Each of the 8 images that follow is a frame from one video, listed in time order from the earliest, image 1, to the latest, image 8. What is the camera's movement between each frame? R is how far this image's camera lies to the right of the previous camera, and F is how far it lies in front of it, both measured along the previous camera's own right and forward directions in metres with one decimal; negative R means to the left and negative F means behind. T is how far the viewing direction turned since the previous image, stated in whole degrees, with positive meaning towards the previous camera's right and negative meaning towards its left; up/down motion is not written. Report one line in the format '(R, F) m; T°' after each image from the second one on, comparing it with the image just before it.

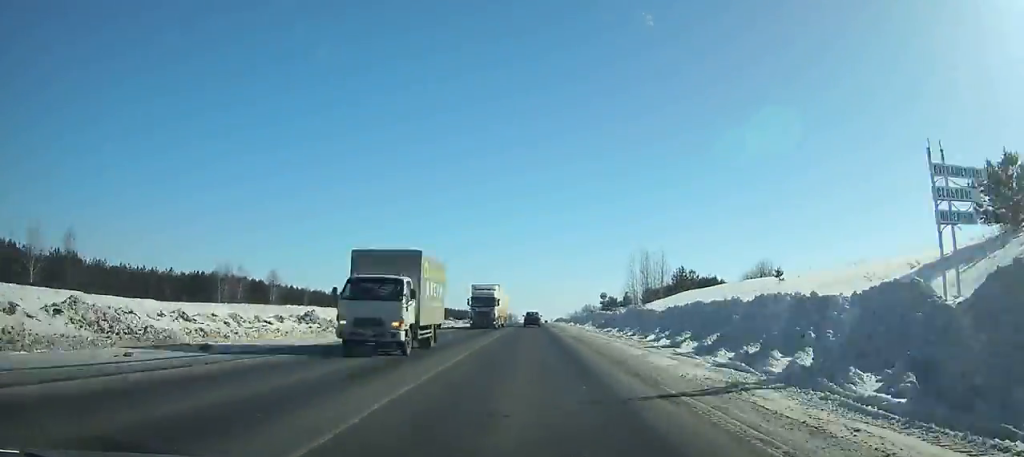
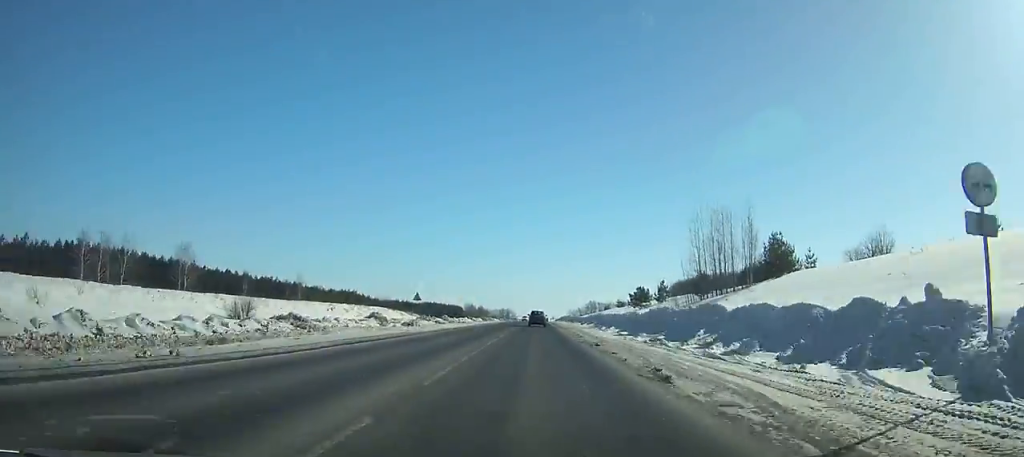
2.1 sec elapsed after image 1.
(+1.0, +48.6) m; +1°
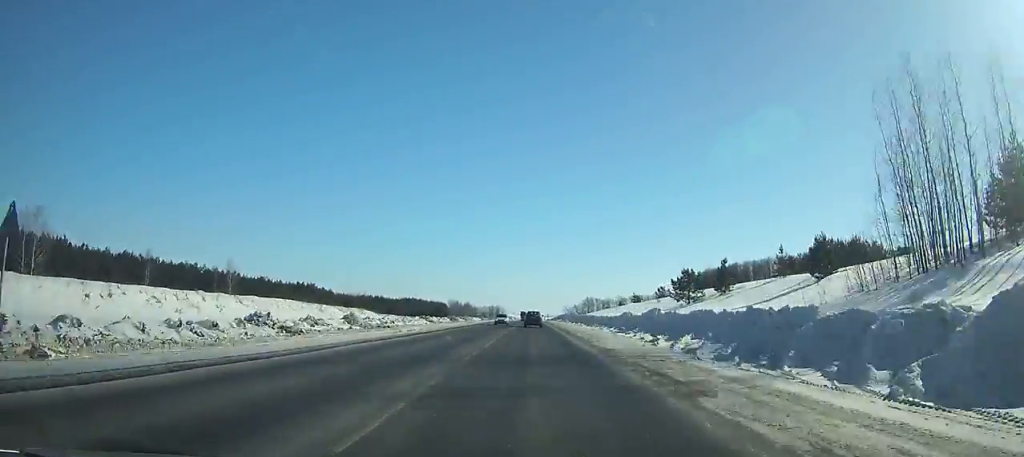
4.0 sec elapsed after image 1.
(+0.1, +44.4) m; 0°
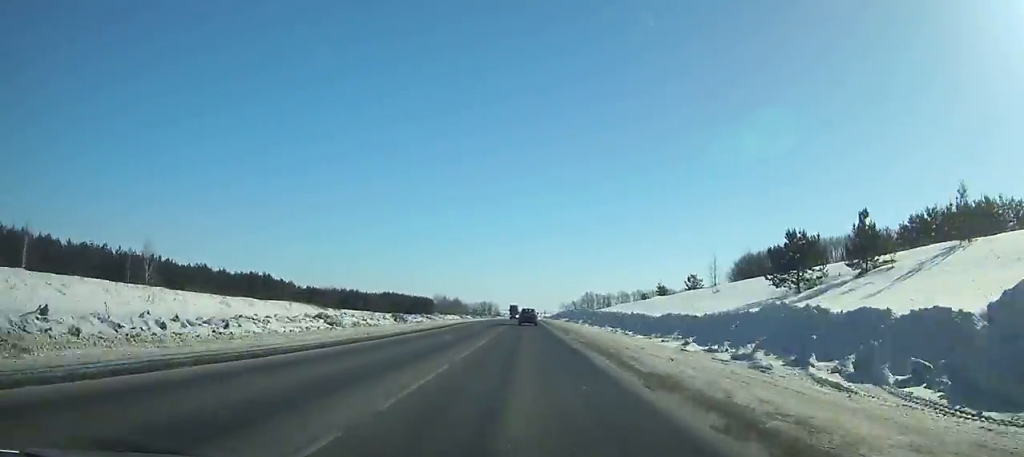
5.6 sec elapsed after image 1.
(+0.2, +37.7) m; 0°
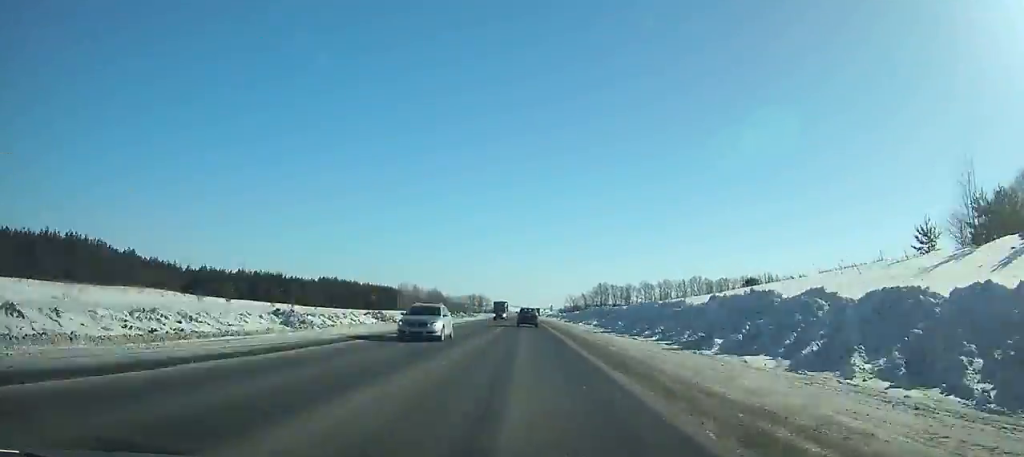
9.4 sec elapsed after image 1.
(+0.4, +89.7) m; 0°
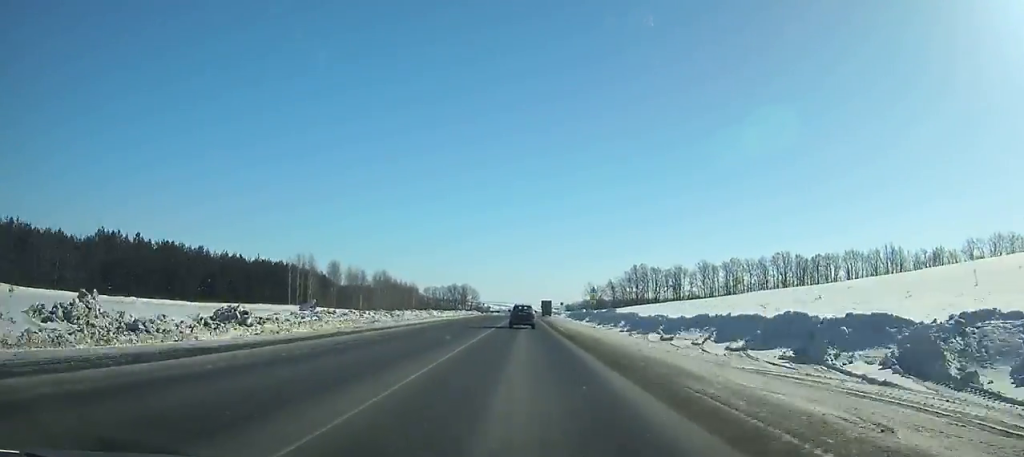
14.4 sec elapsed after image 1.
(-0.1, +115.7) m; 0°
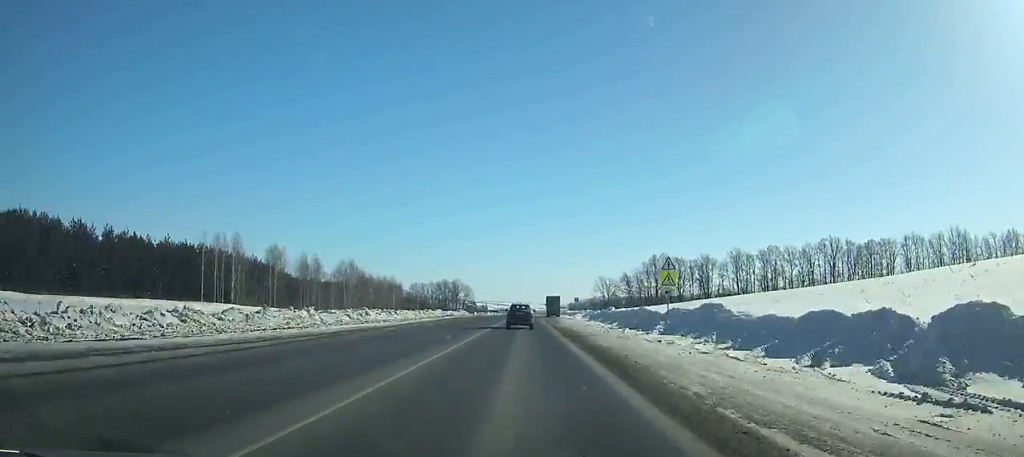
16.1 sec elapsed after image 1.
(+0.3, +38.4) m; 0°
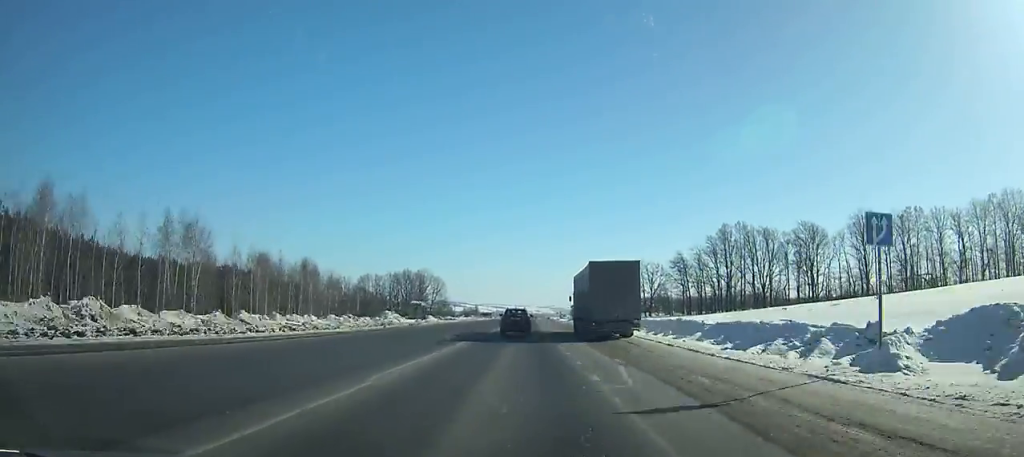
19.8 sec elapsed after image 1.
(-0.4, +80.9) m; 0°
